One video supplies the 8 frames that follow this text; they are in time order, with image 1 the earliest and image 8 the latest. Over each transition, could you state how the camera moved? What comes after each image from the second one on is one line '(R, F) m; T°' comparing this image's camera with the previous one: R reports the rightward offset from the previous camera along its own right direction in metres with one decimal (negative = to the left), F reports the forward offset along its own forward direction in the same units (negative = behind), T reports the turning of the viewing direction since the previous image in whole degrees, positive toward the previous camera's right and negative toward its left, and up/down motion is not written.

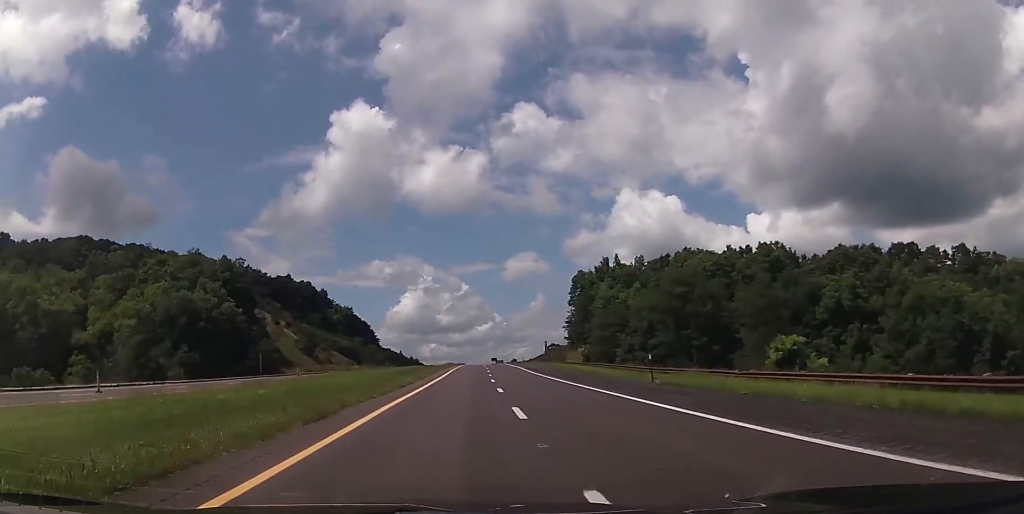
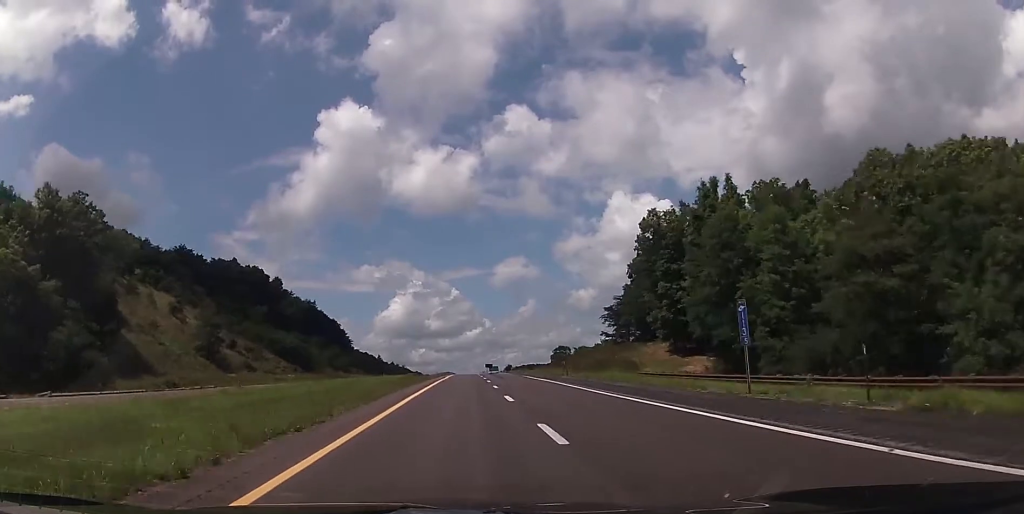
(+1.3, +63.5) m; +2°
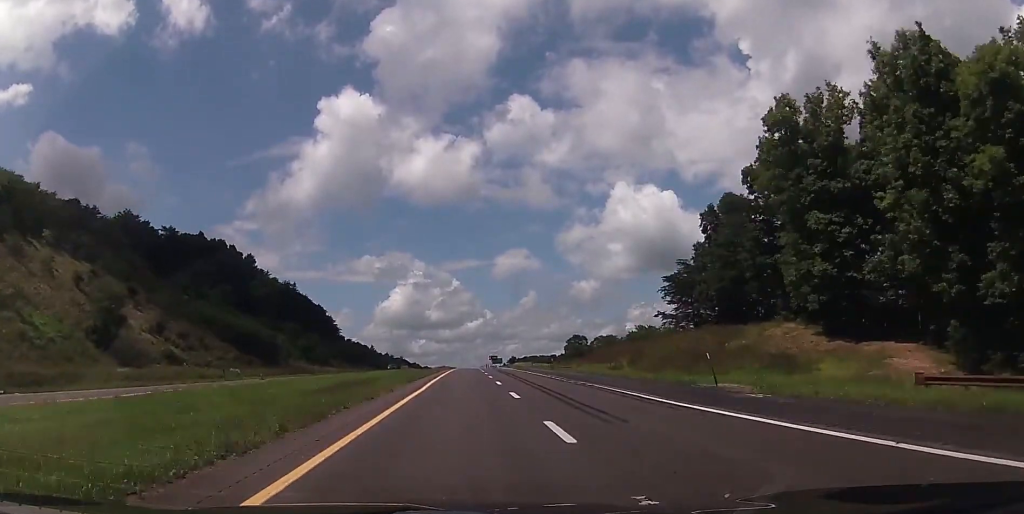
(-0.7, +35.3) m; -1°
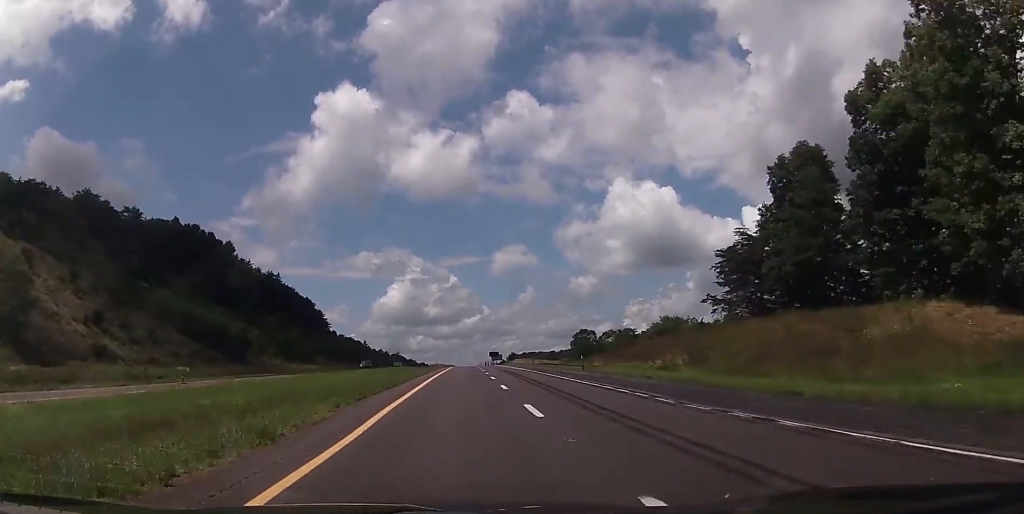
(+0.1, +19.2) m; 0°
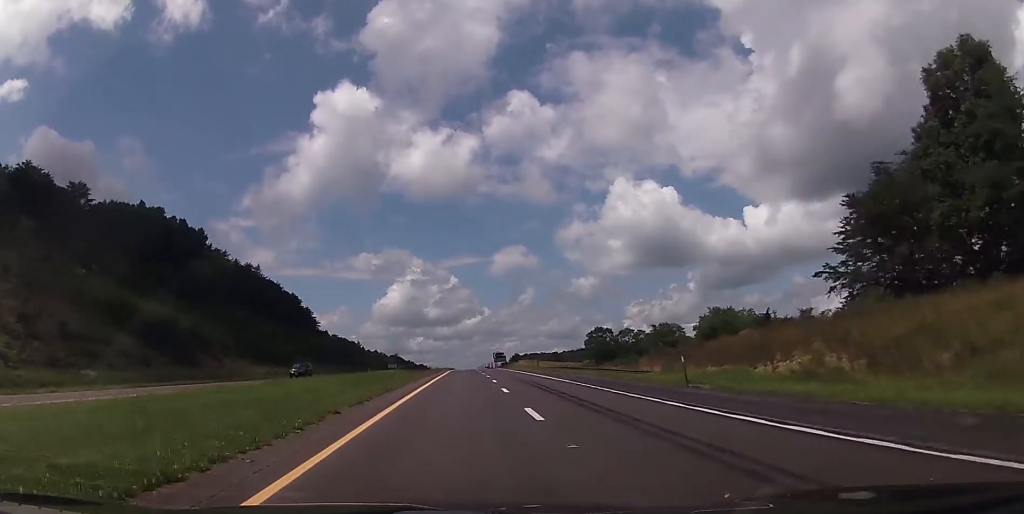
(0.0, +24.3) m; 0°
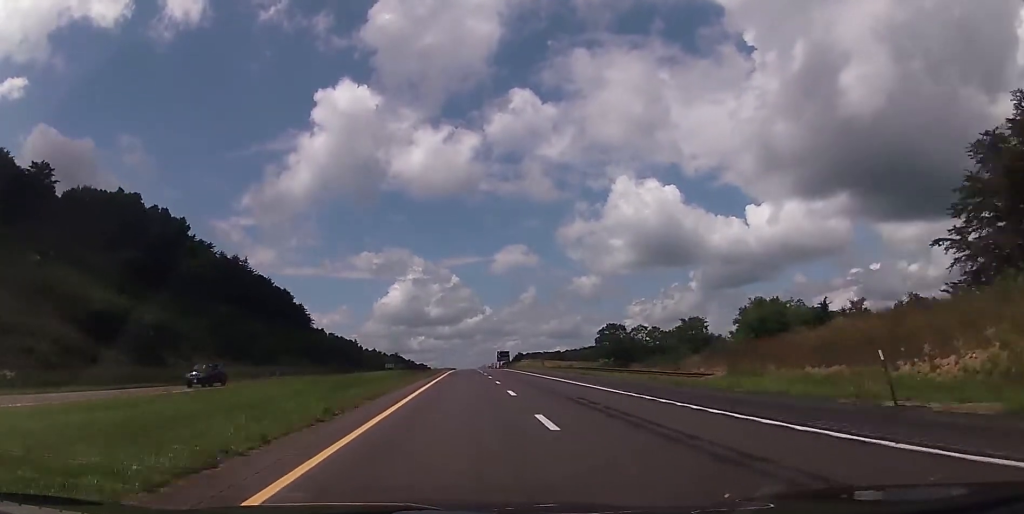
(0.0, +14.2) m; 0°
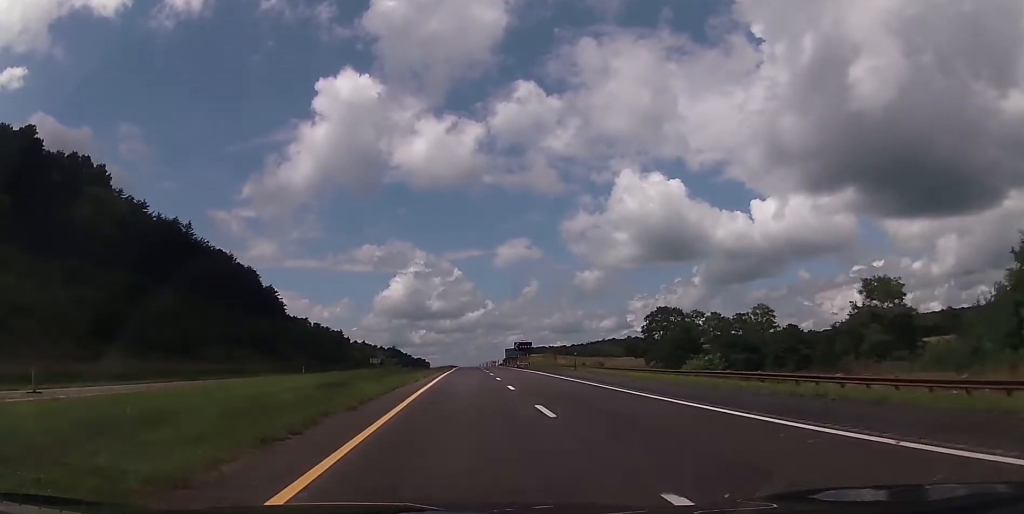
(+0.2, +45.3) m; 0°
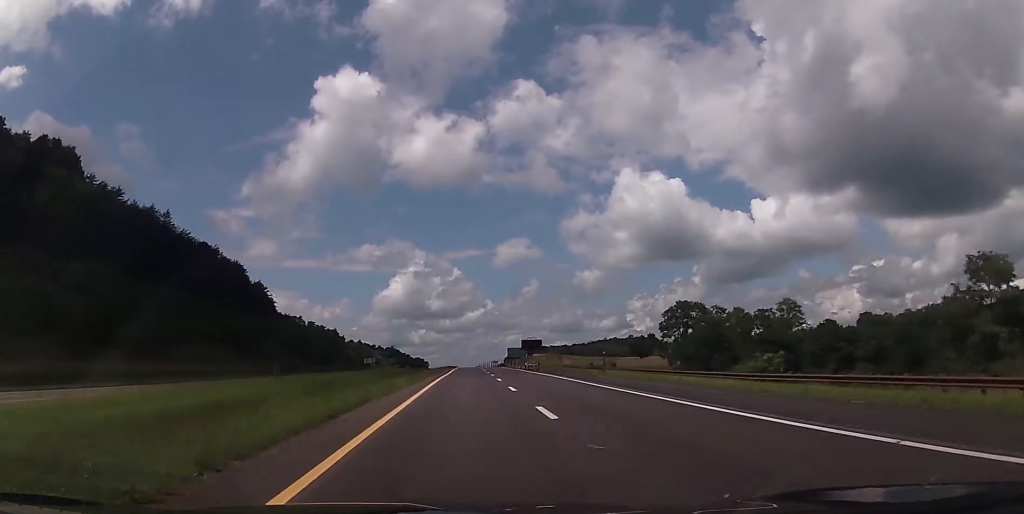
(0.0, +12.6) m; 0°
